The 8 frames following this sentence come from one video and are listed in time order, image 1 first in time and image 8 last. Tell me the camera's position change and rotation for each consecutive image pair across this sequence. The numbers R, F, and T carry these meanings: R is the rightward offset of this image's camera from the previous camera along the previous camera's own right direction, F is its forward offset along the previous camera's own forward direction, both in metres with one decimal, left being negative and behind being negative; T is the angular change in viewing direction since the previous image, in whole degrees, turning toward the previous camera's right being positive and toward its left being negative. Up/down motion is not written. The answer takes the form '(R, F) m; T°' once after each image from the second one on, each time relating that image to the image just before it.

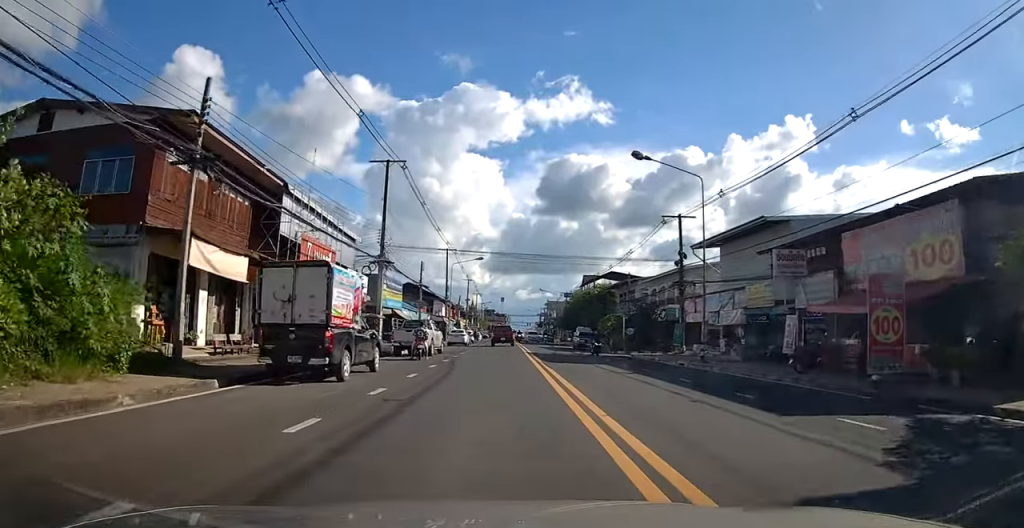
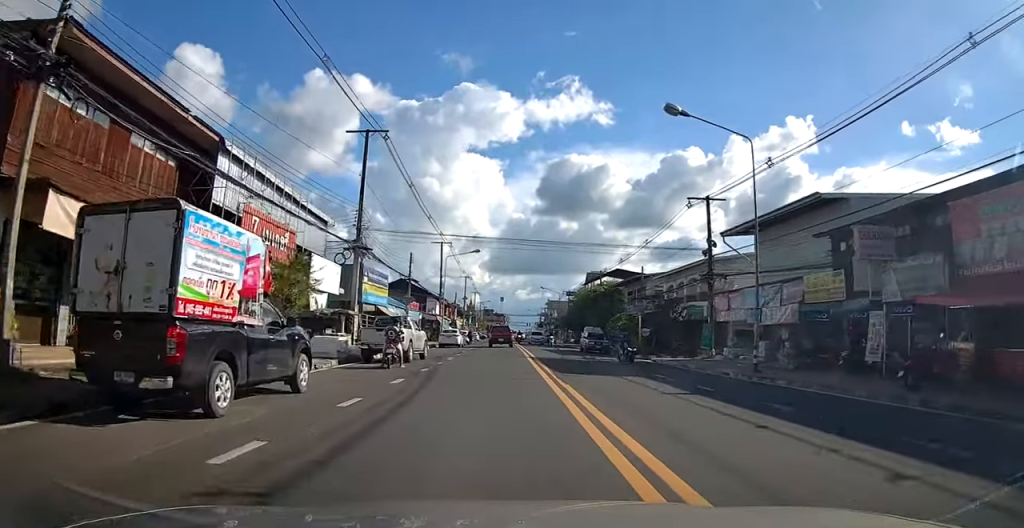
(+0.4, +5.9) m; 0°
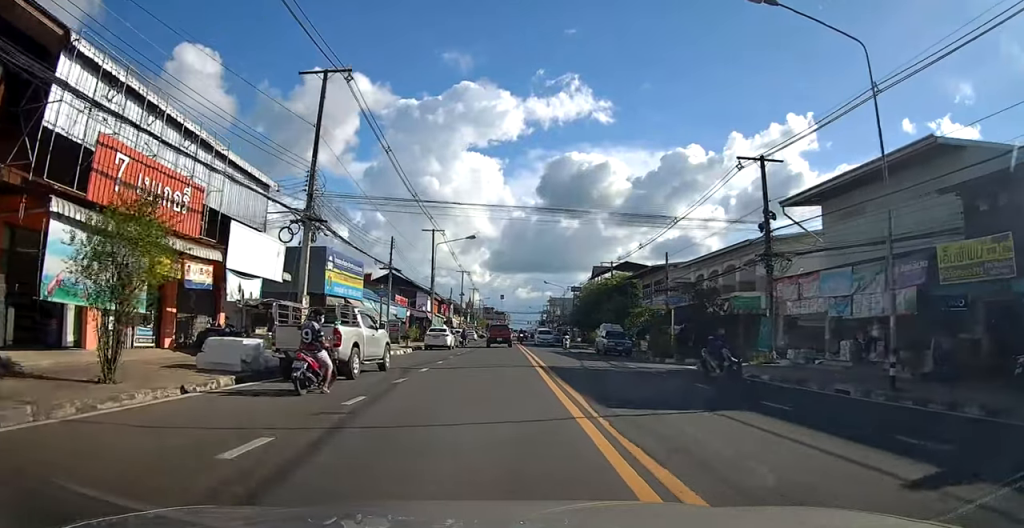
(-0.1, +8.0) m; 0°
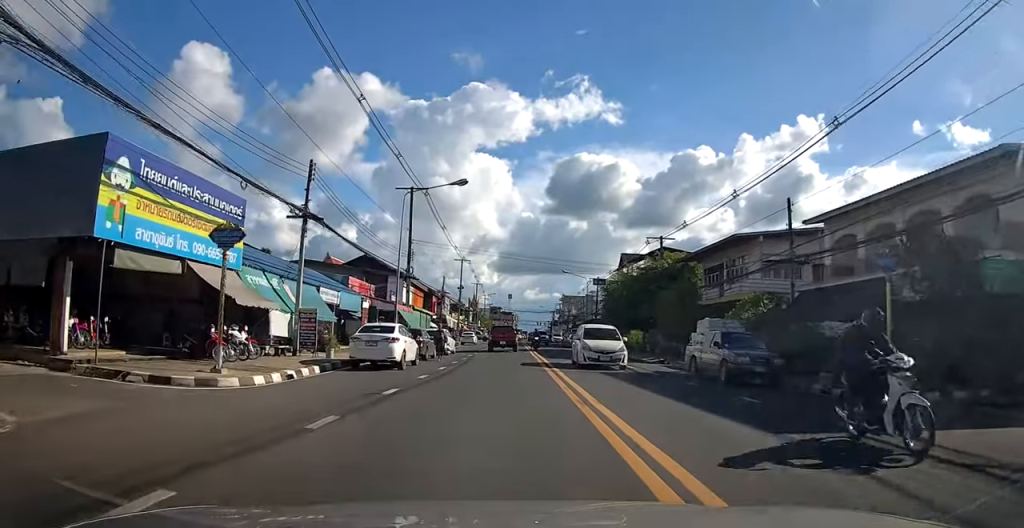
(+0.2, +18.9) m; 0°
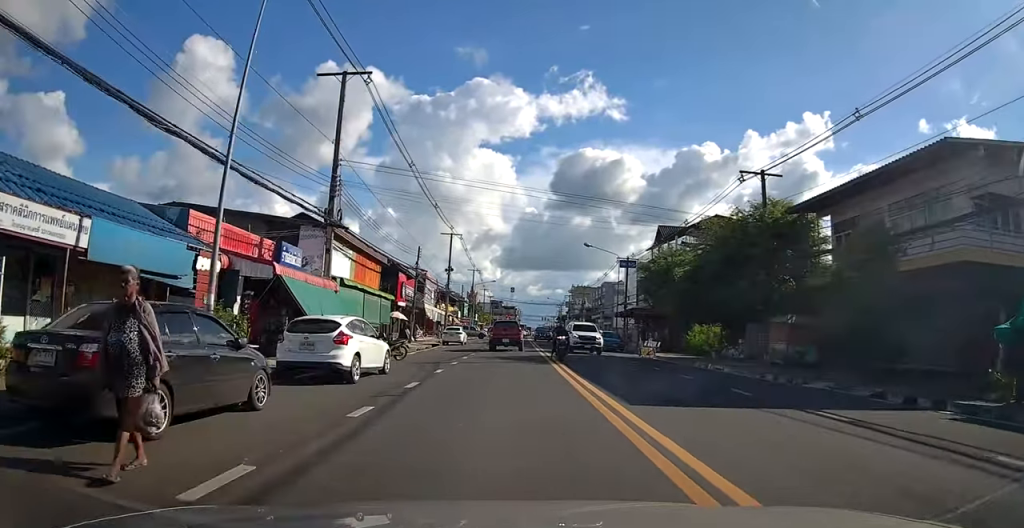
(-1.3, +19.8) m; -2°
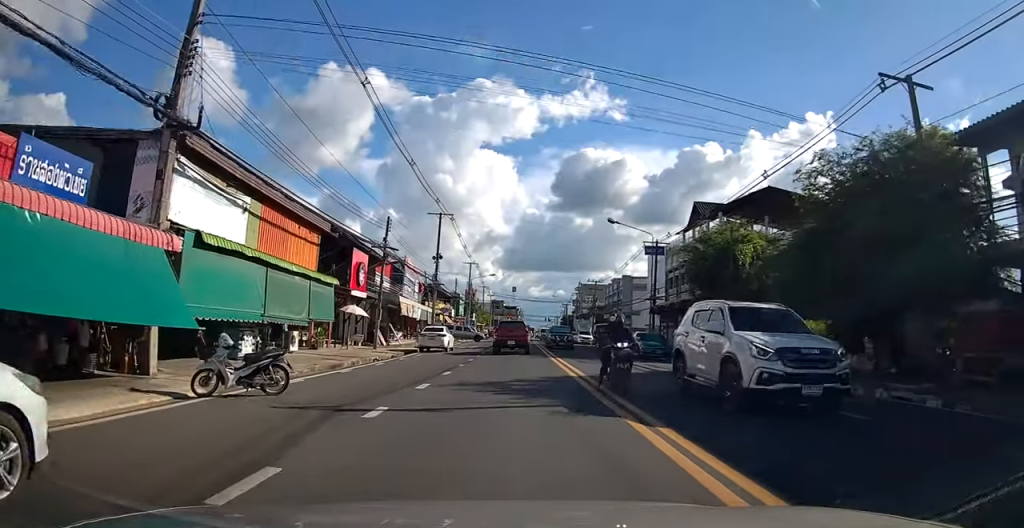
(+0.6, +12.4) m; +1°
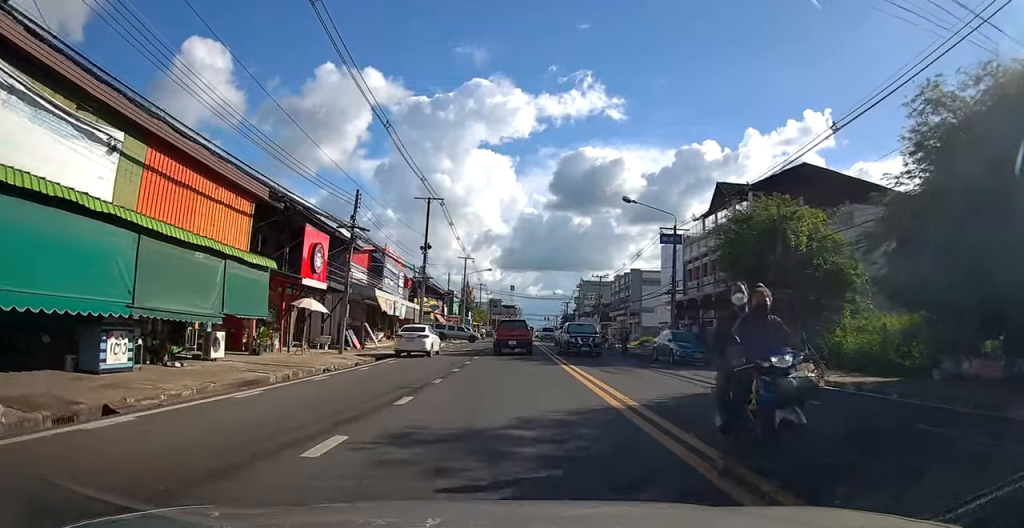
(0.0, +6.5) m; 0°
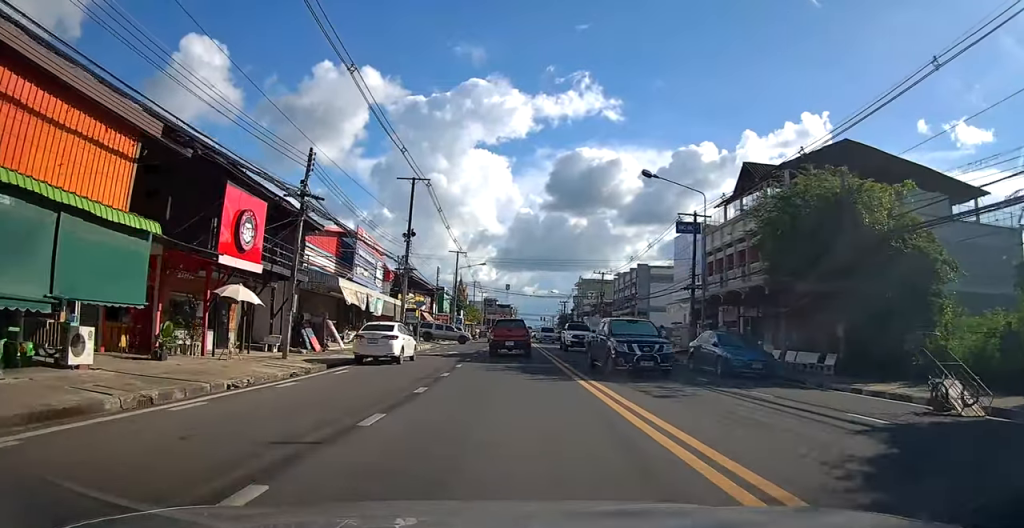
(-0.5, +6.2) m; 0°
